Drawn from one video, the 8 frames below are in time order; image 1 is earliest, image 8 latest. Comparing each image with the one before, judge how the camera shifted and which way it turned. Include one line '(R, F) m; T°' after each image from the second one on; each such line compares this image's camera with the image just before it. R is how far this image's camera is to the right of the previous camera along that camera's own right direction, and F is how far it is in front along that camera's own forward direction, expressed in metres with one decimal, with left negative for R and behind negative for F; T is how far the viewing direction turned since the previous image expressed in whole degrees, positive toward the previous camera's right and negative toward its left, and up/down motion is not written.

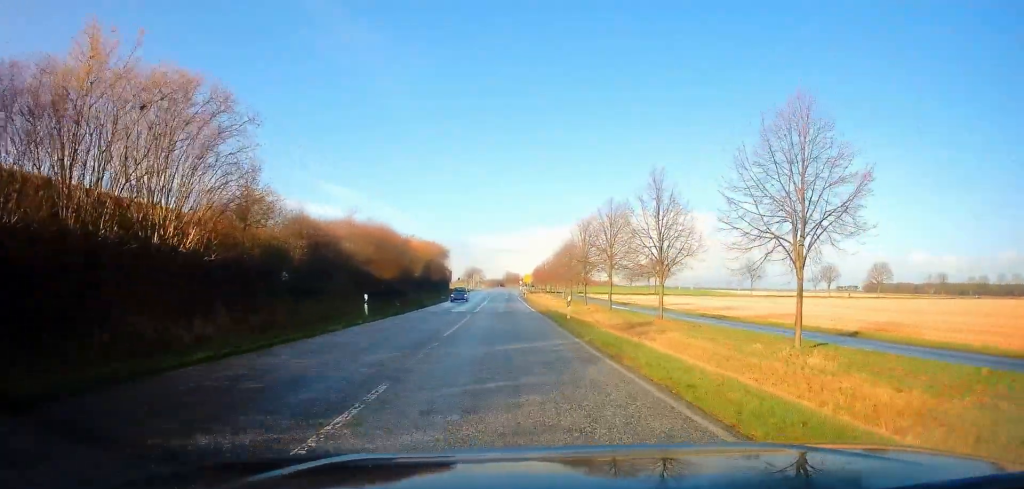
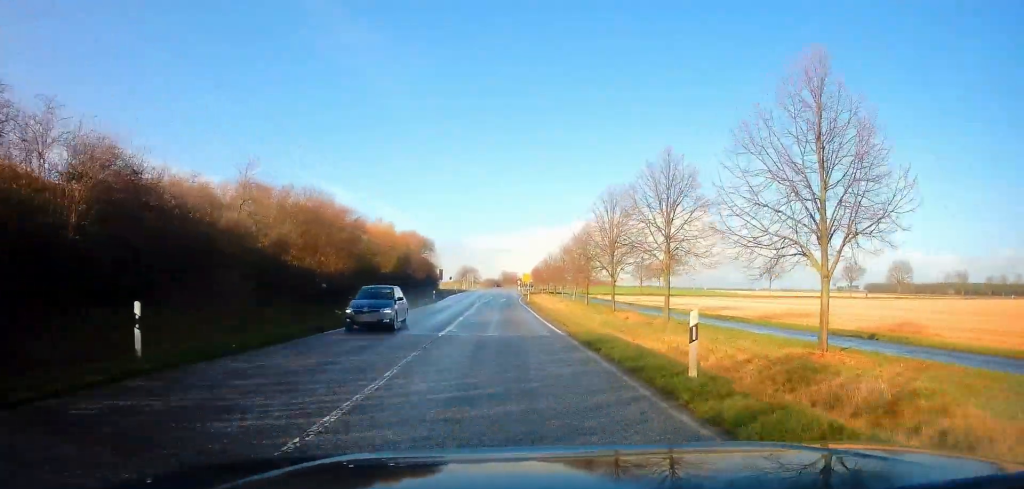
(0.0, +16.9) m; 0°
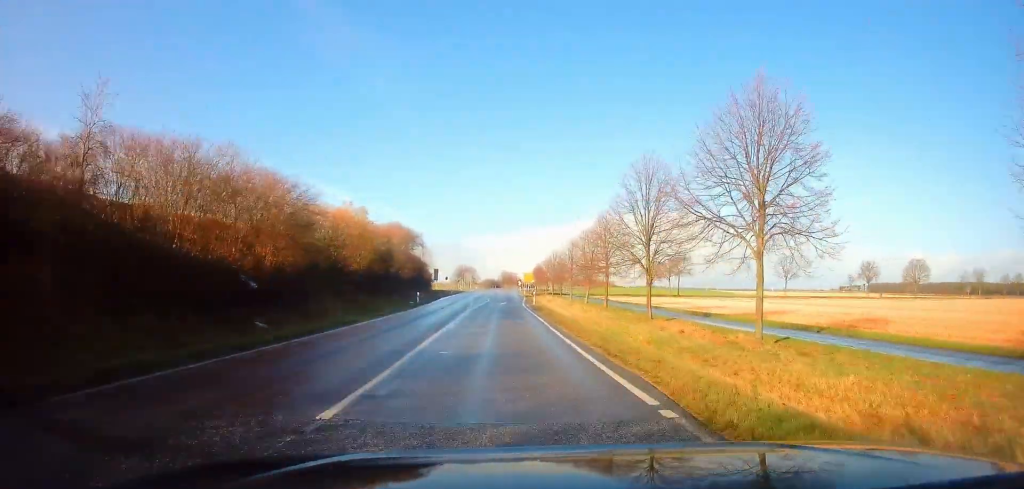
(0.0, +10.9) m; 0°
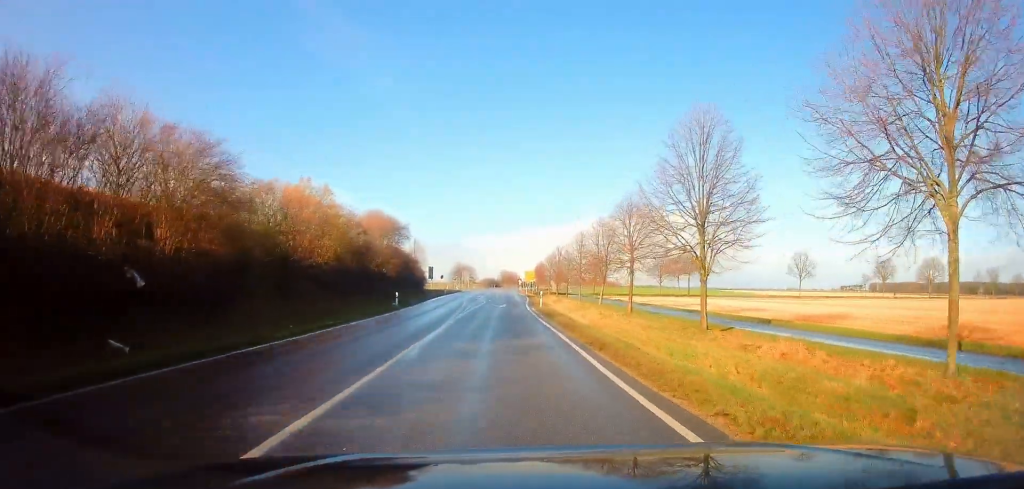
(0.0, +9.3) m; 0°
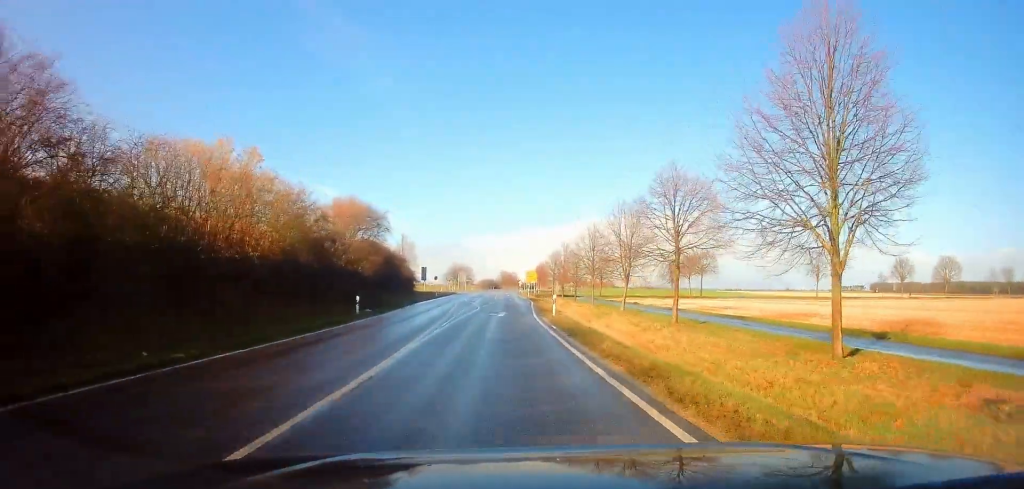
(0.0, +10.3) m; 0°
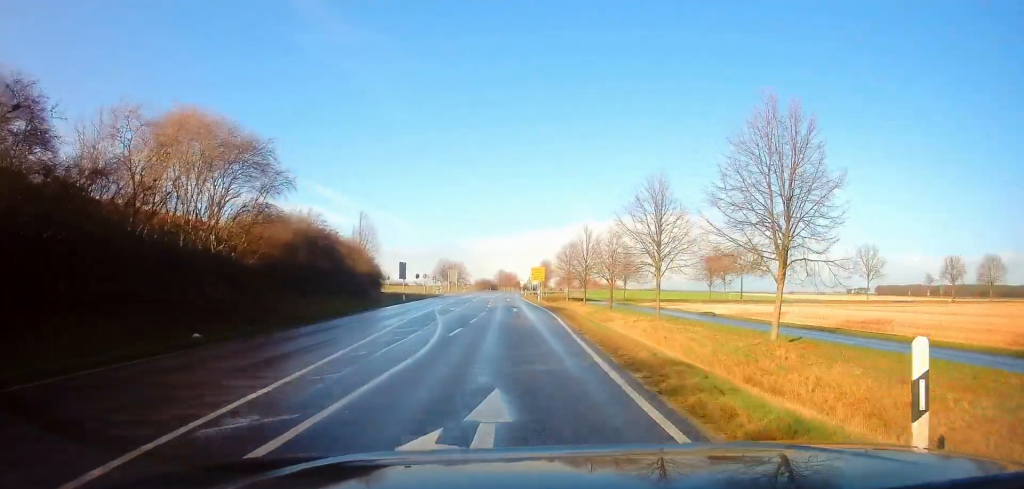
(0.0, +24.9) m; 0°
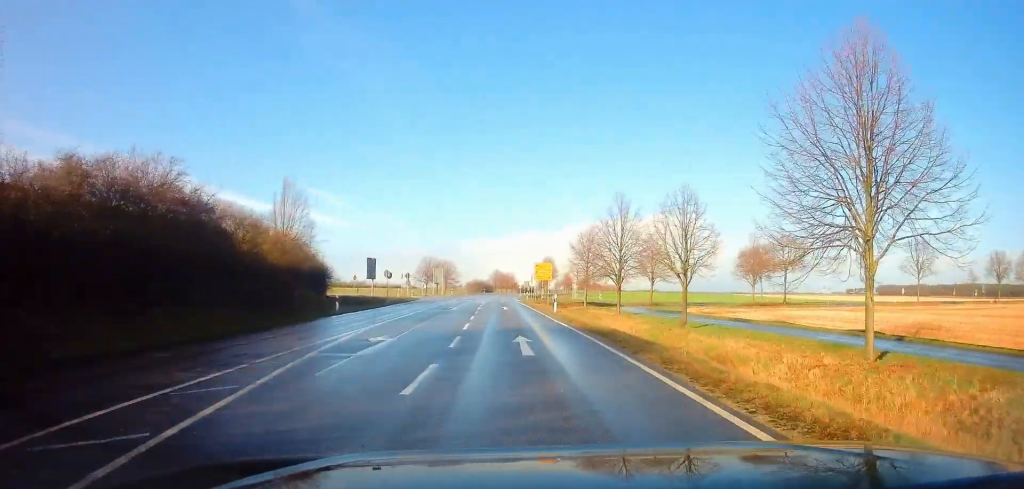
(0.0, +20.7) m; +1°
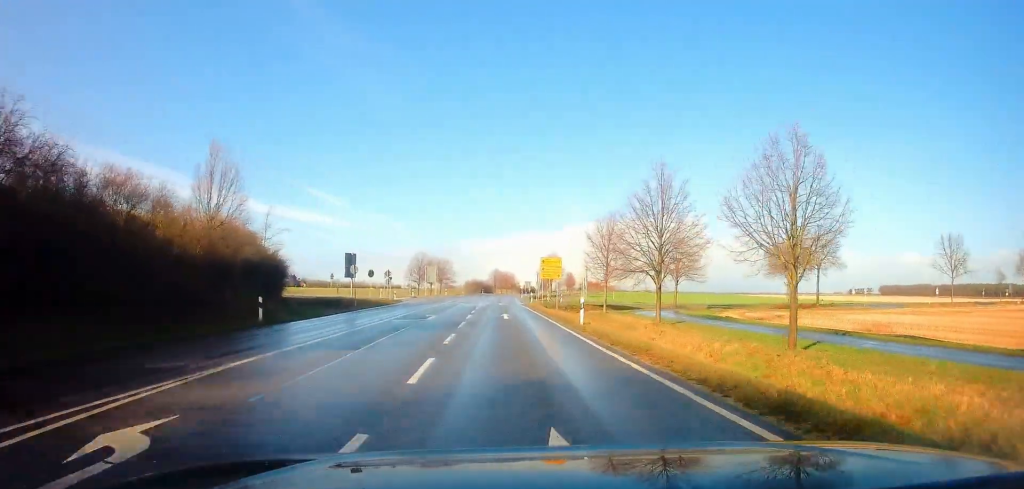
(+0.1, +11.1) m; 0°
